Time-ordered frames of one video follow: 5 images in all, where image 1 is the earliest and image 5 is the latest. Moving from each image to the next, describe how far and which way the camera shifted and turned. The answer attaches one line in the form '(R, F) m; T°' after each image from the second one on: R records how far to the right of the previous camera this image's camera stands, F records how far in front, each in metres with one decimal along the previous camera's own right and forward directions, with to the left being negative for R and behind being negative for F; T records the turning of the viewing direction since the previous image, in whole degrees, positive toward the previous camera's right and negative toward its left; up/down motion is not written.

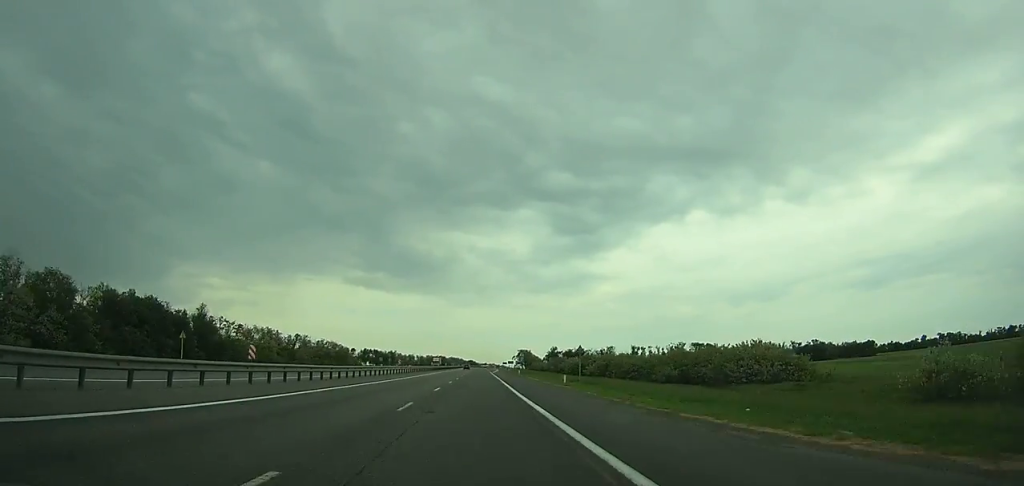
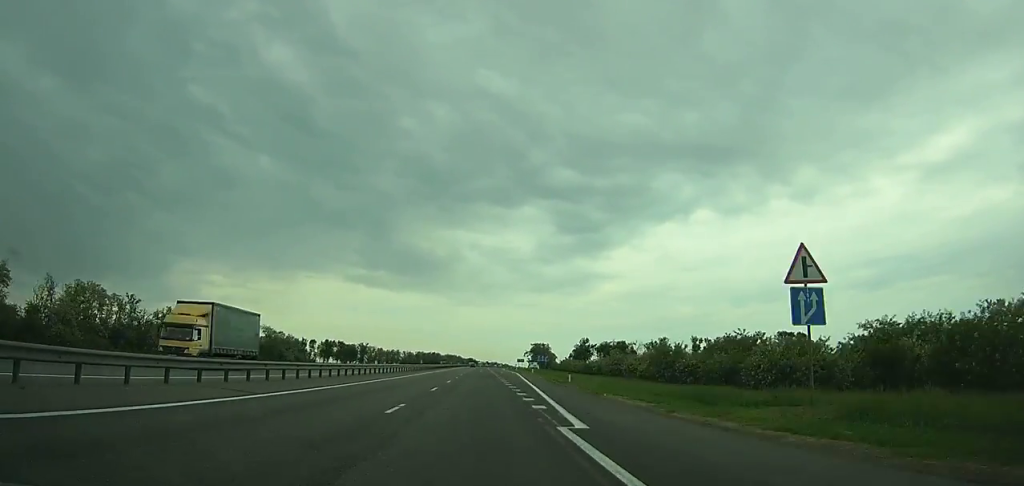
(+0.1, +98.1) m; 0°
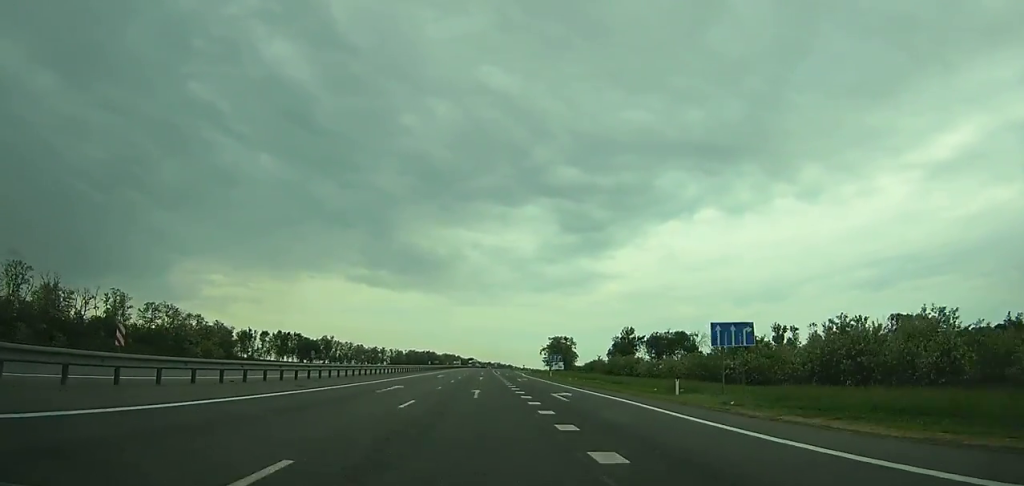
(-0.1, +70.5) m; 0°
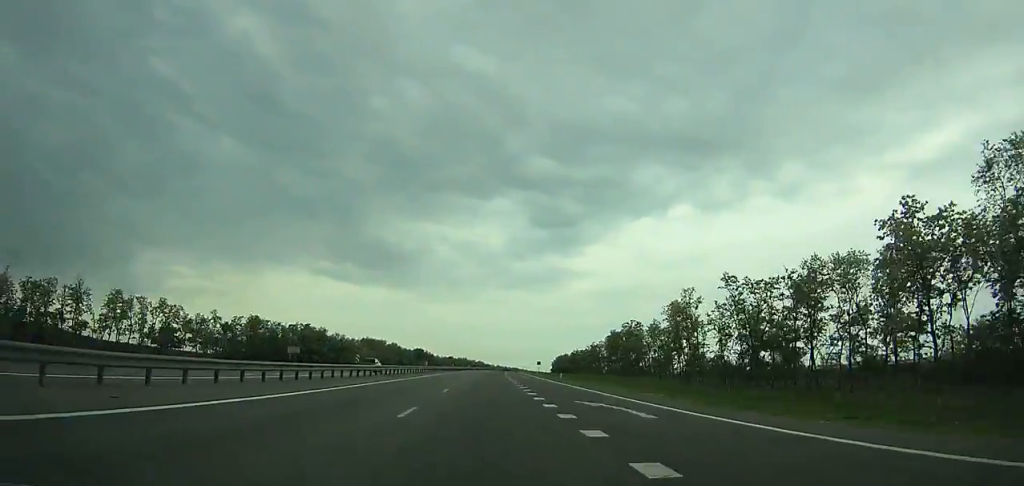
(+4.9, +255.6) m; +3°
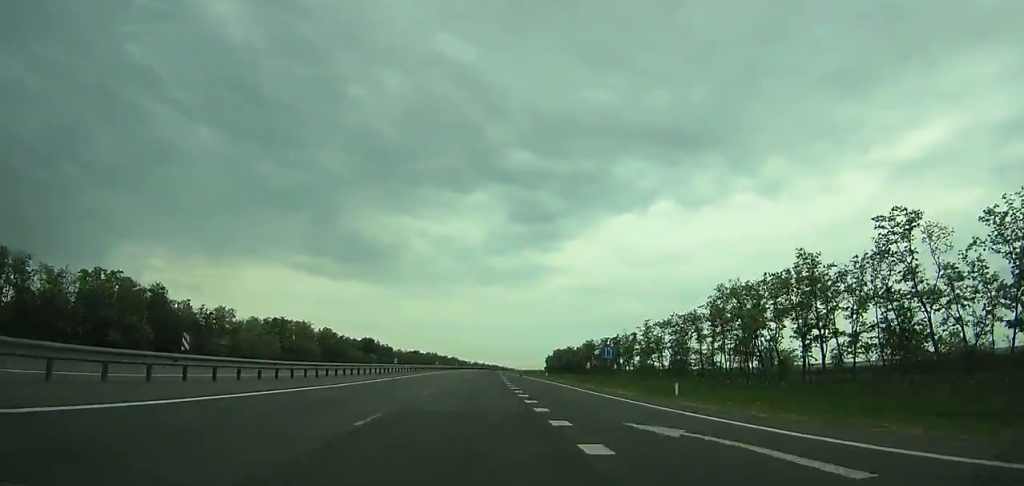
(+1.6, +99.5) m; +2°
